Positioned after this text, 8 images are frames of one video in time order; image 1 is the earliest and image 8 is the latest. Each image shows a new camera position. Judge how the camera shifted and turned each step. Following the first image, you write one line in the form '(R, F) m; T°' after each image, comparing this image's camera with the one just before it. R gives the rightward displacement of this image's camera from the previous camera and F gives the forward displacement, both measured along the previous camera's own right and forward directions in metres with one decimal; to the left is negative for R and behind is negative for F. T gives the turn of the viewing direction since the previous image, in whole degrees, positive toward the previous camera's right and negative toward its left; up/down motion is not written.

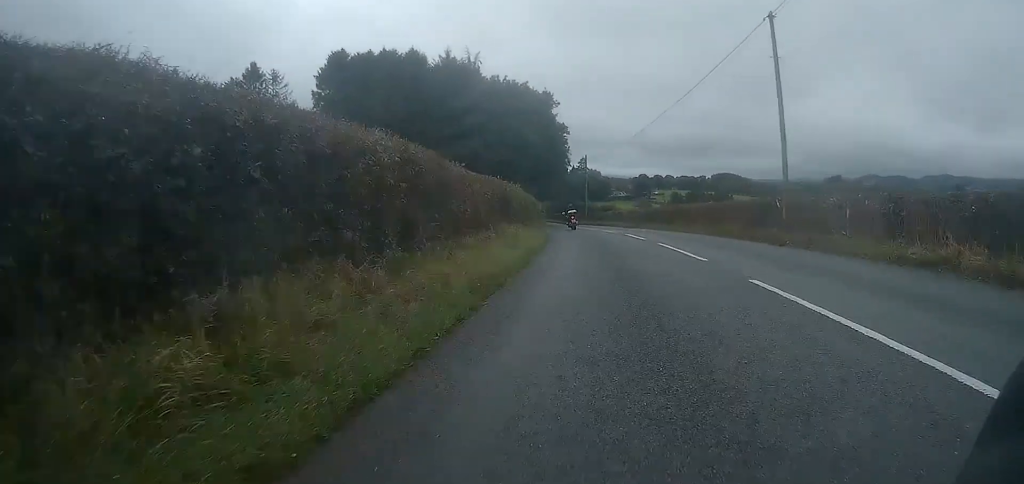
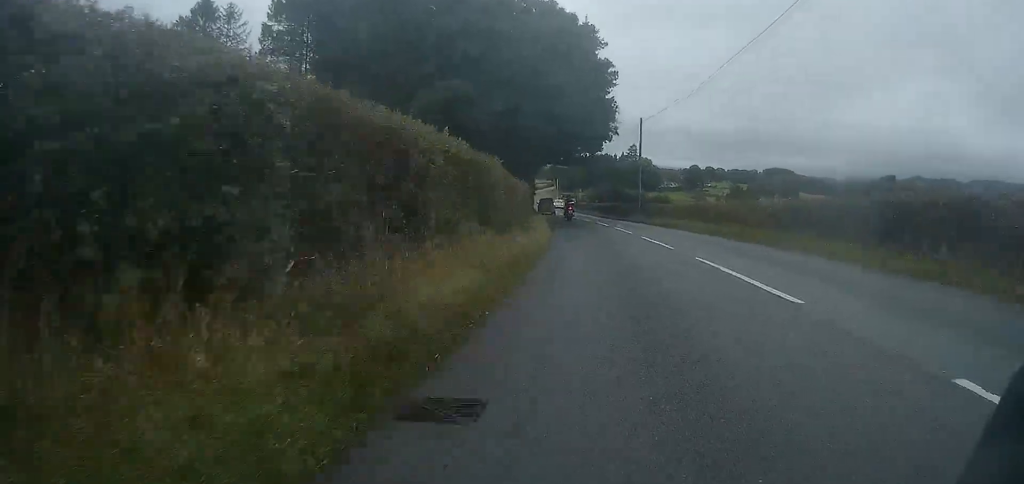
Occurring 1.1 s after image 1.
(-0.7, +21.9) m; -4°
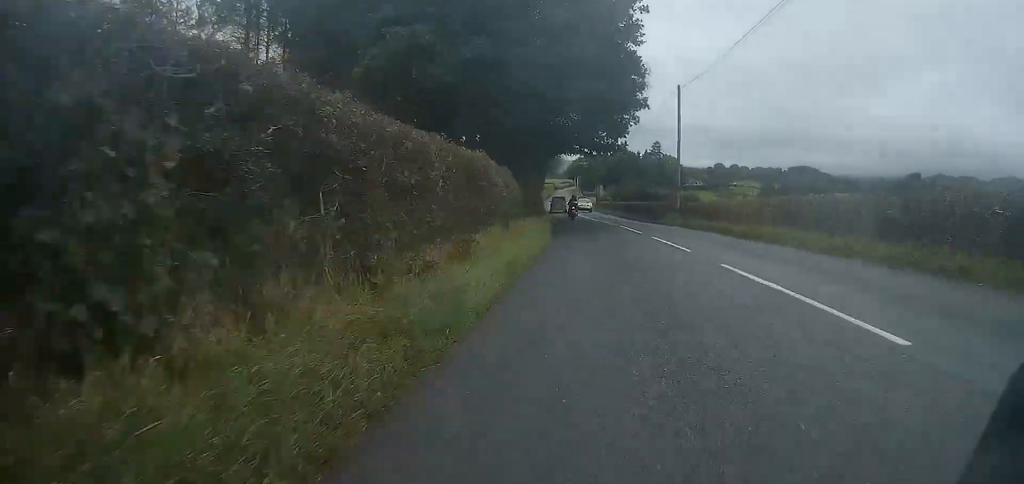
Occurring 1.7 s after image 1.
(-0.2, +11.1) m; -2°
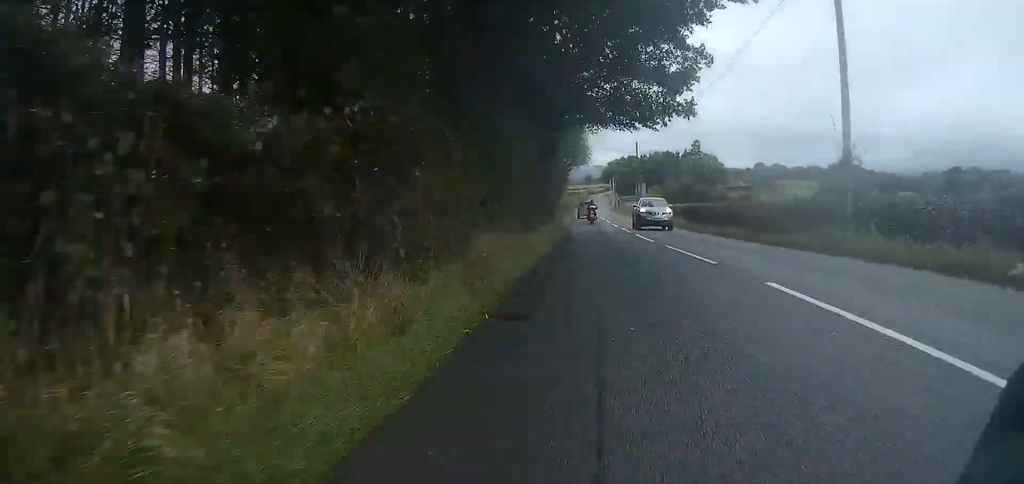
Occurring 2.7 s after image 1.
(-0.5, +19.7) m; -2°
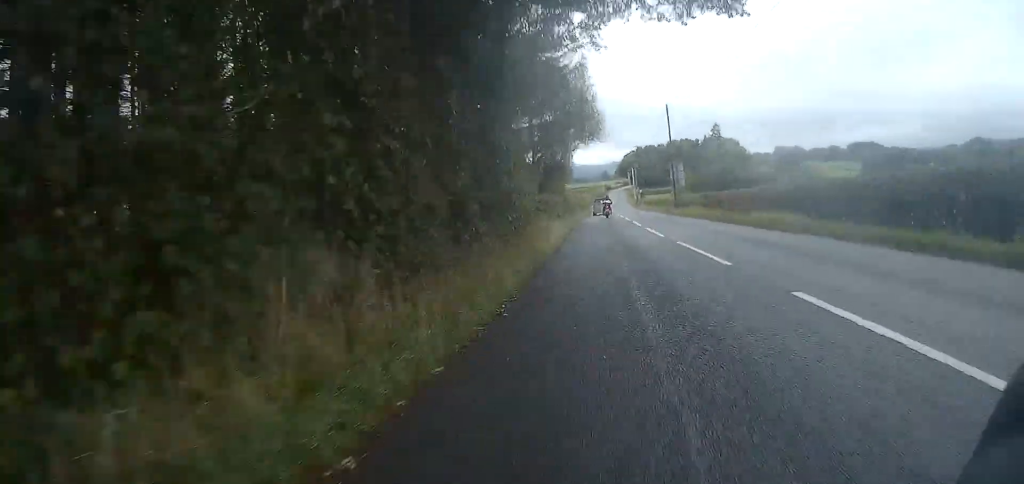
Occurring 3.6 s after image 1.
(-0.3, +18.4) m; -1°
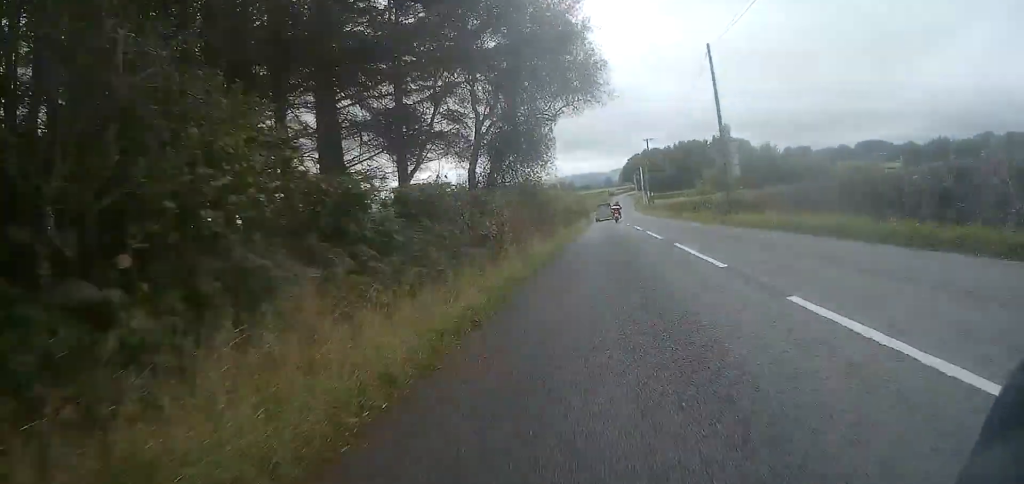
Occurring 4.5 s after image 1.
(-0.2, +17.3) m; -1°
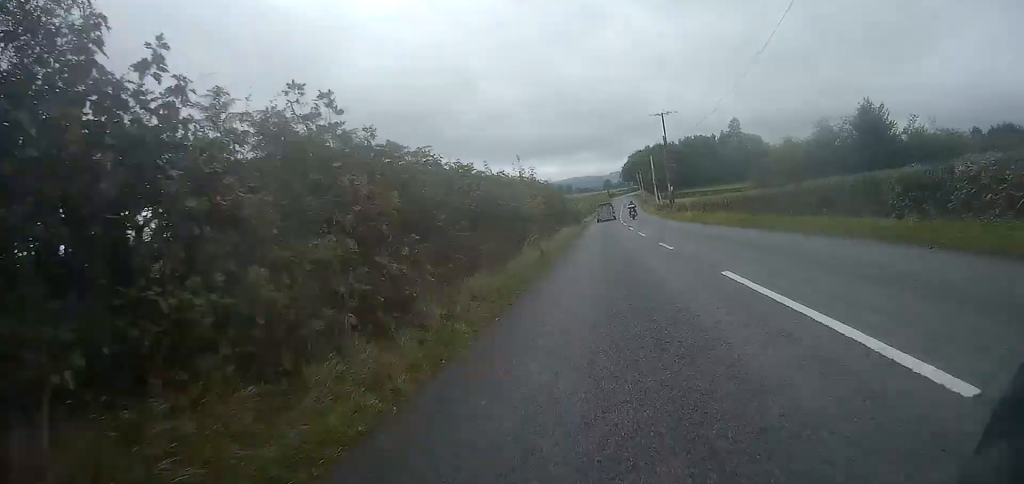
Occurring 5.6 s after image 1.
(-0.2, +22.3) m; -1°
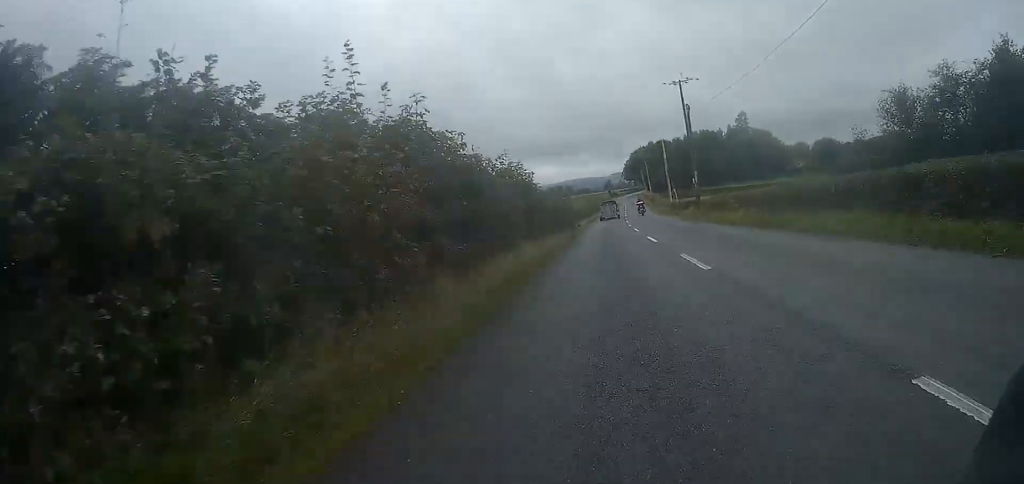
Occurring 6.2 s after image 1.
(-0.1, +13.9) m; 0°
